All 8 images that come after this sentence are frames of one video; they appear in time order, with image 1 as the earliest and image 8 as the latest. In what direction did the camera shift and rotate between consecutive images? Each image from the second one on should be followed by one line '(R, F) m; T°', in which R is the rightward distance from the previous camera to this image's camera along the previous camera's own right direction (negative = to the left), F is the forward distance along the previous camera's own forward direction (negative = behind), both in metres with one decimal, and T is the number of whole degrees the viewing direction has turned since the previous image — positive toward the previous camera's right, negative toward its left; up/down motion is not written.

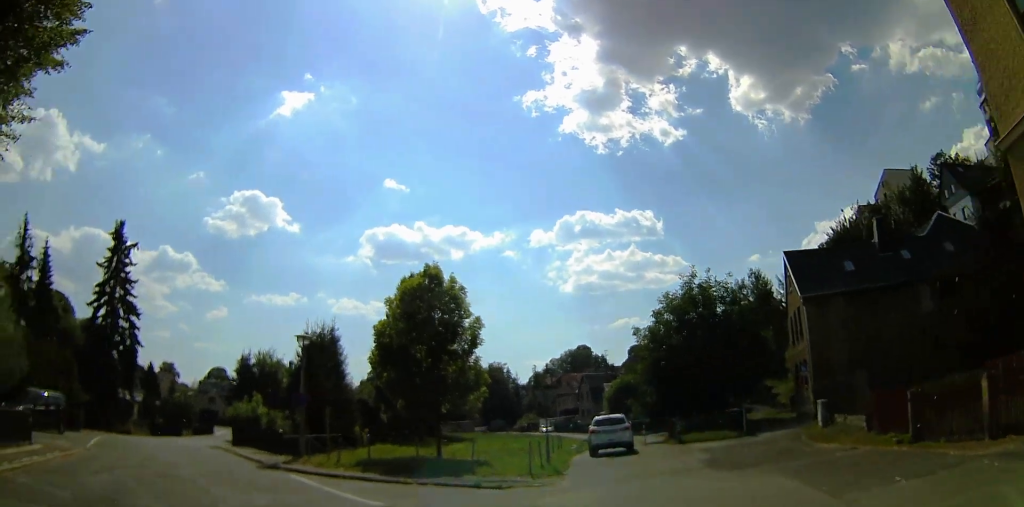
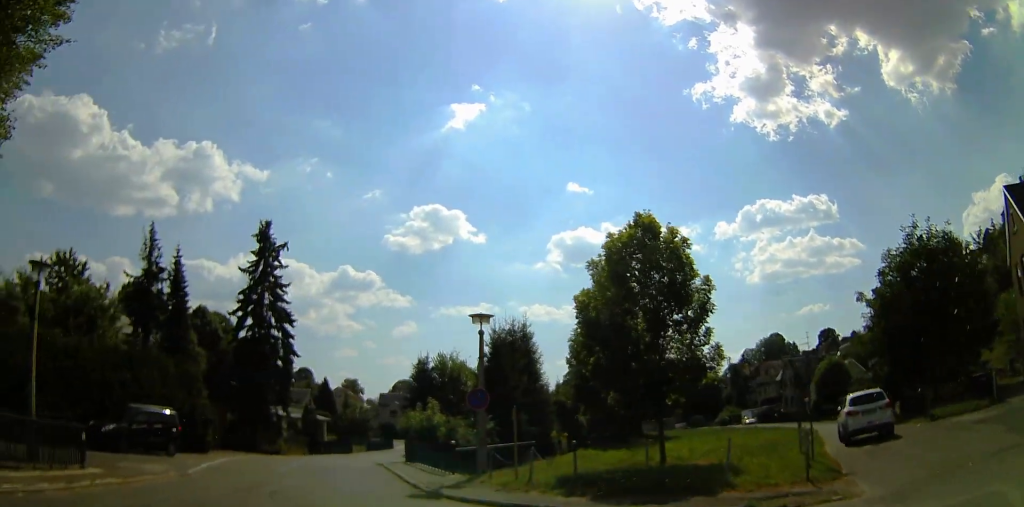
(-0.7, +5.4) m; -5°
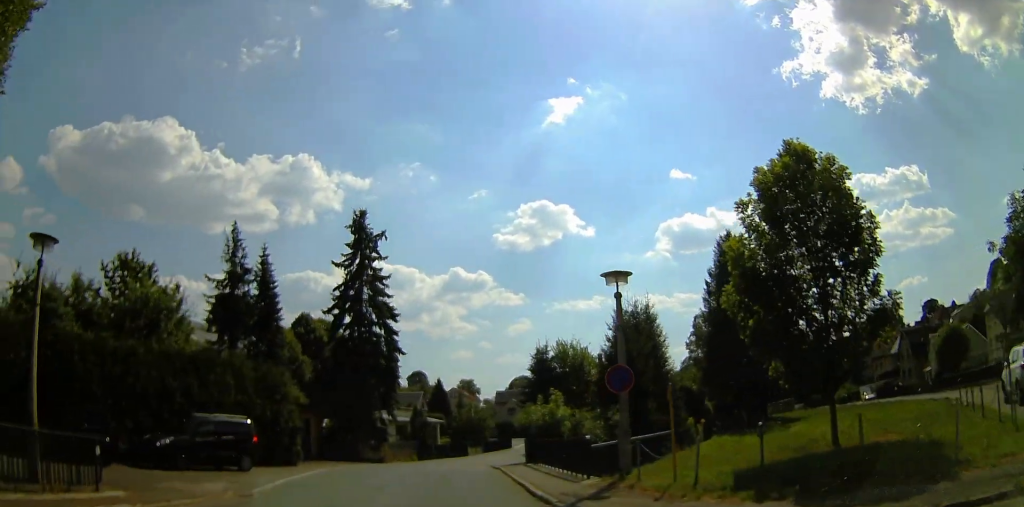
(+0.1, +3.8) m; +1°
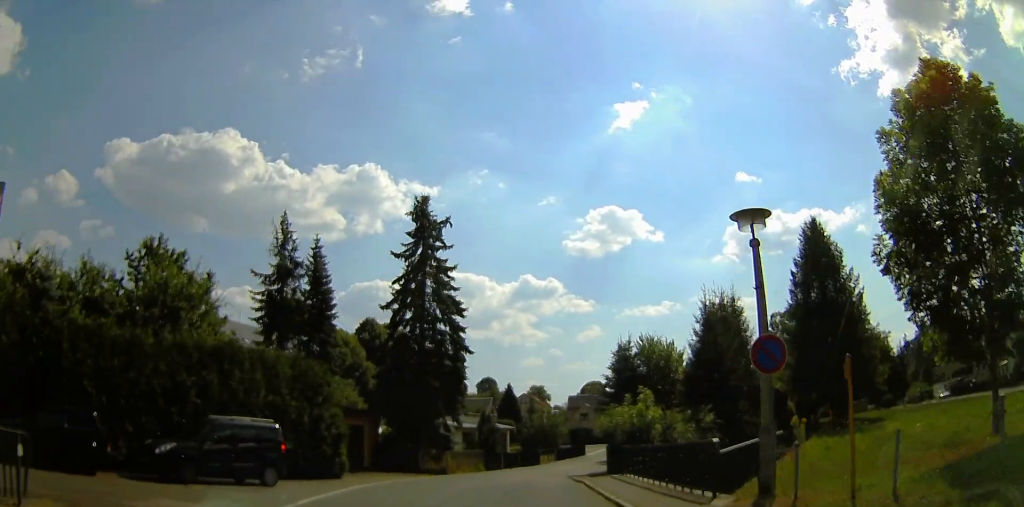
(+0.1, +4.3) m; +1°
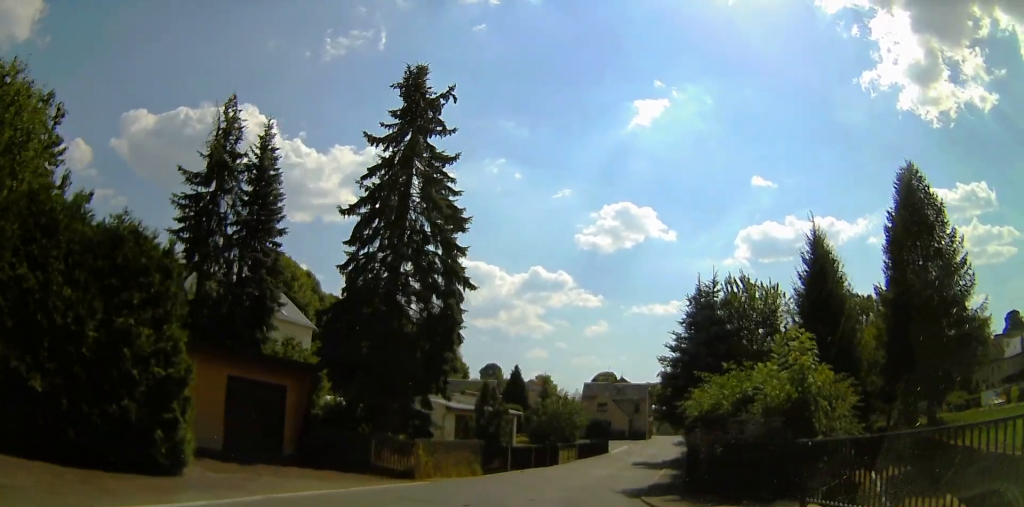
(-0.1, +13.5) m; -1°
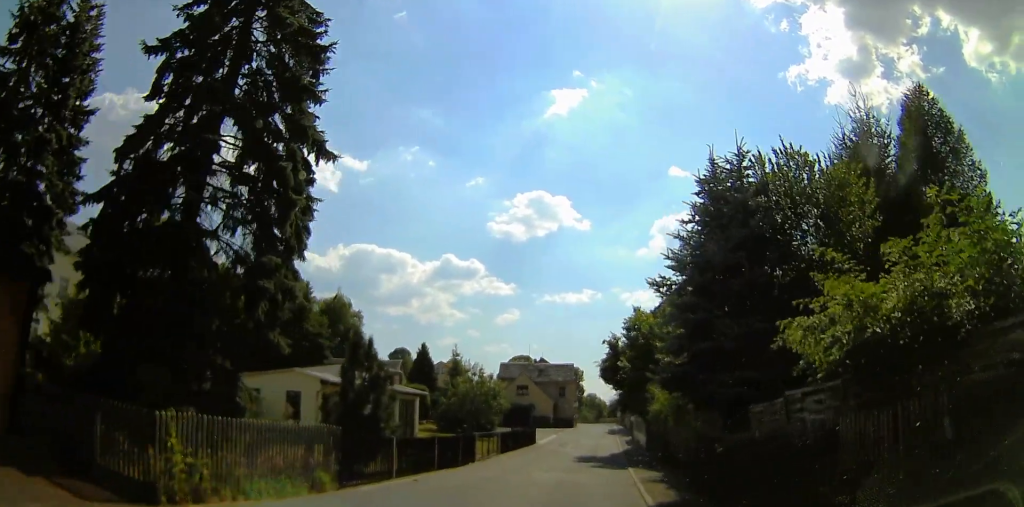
(-0.1, +9.9) m; -1°
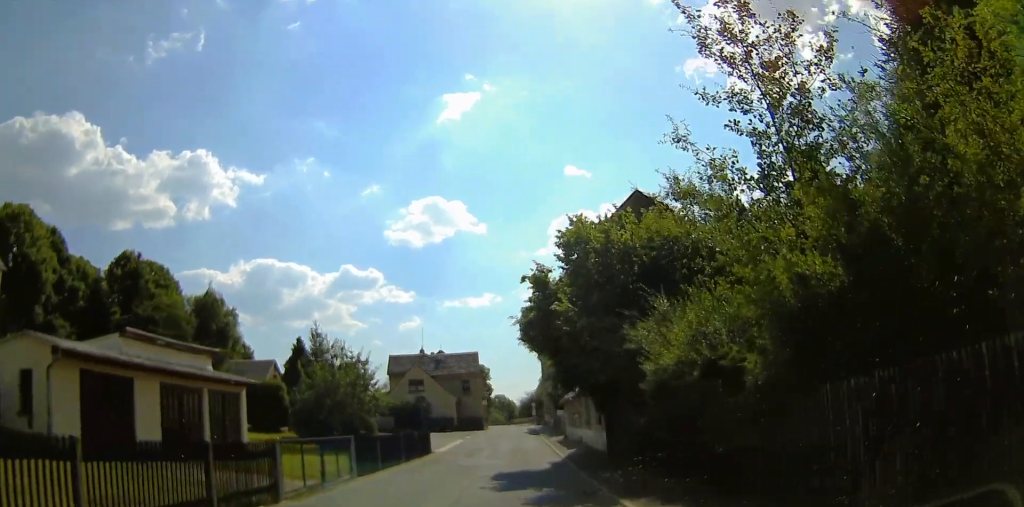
(0.0, +12.4) m; 0°
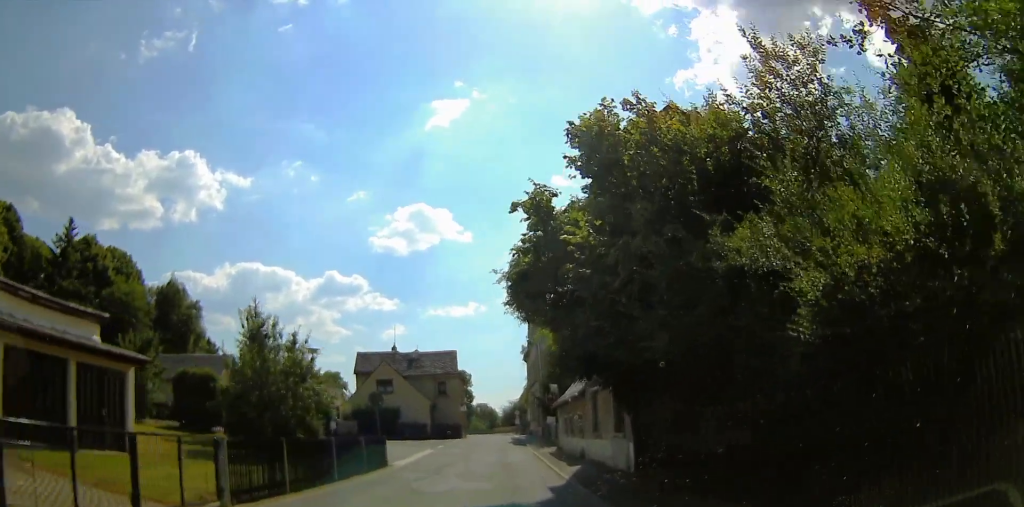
(0.0, +5.7) m; 0°
